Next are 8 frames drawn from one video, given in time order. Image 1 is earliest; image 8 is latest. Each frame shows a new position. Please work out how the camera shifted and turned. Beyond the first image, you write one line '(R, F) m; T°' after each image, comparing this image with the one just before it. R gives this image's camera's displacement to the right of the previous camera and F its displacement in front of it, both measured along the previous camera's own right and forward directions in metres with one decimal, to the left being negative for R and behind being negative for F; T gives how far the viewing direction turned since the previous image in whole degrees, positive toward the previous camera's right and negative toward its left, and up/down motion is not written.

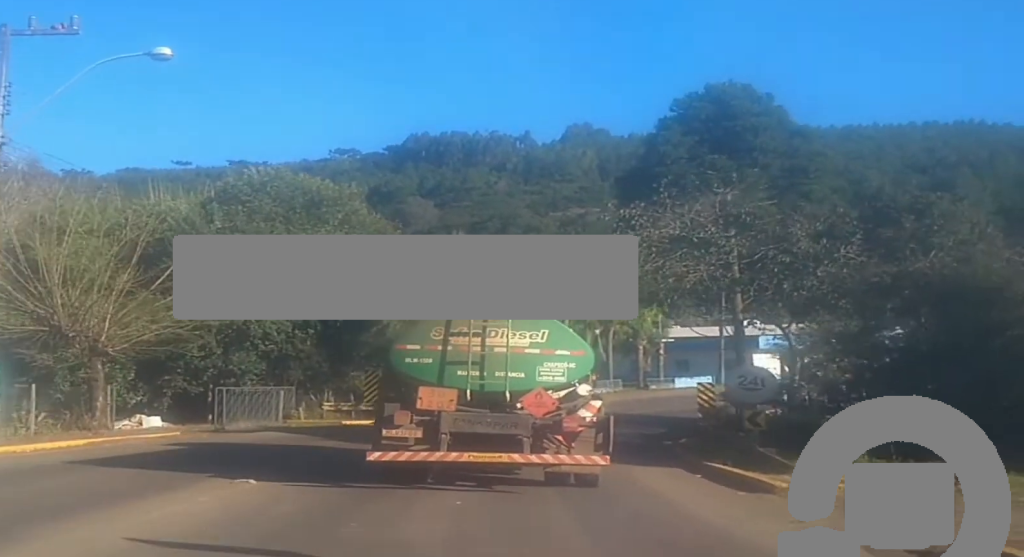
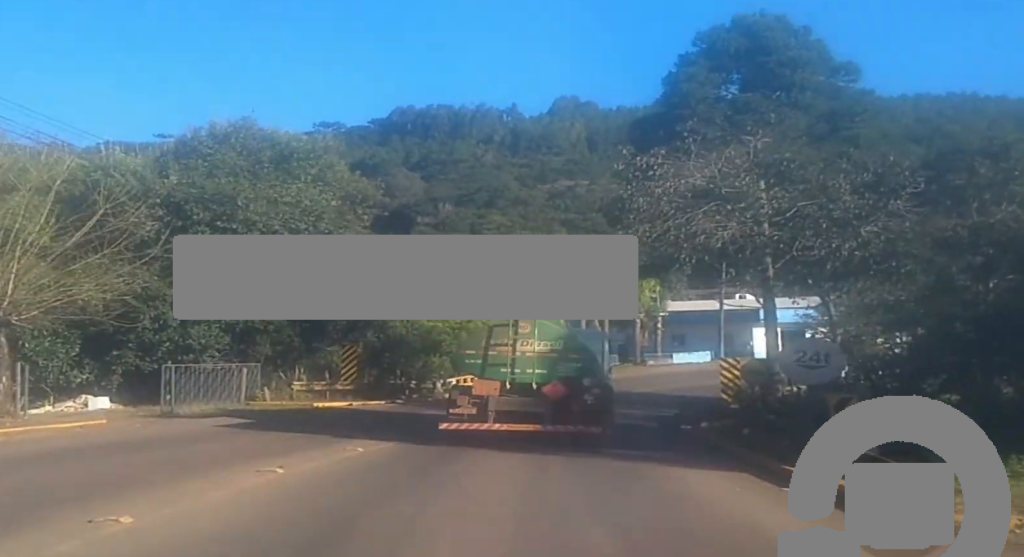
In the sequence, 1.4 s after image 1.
(+0.4, +5.5) m; +4°
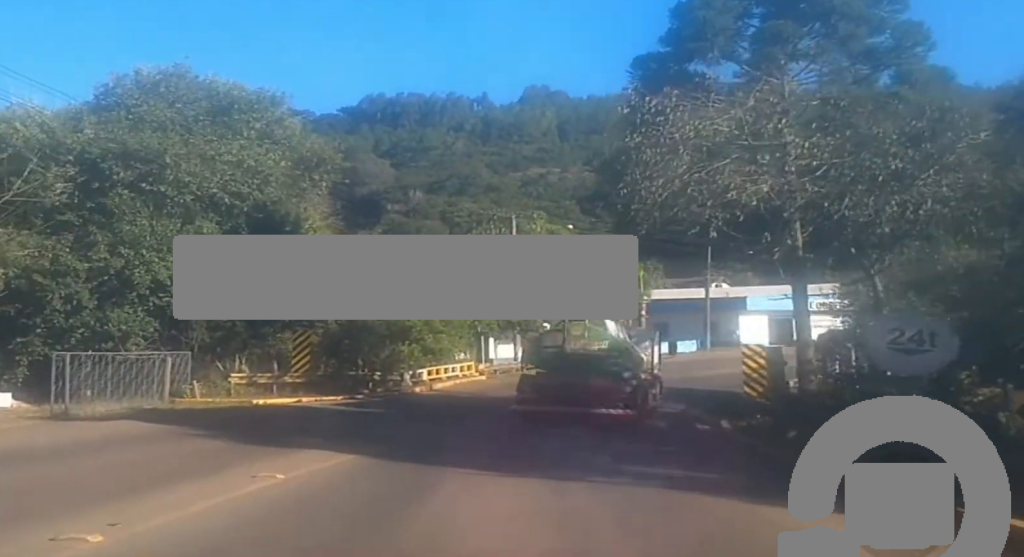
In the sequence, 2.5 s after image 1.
(0.0, +5.1) m; +3°
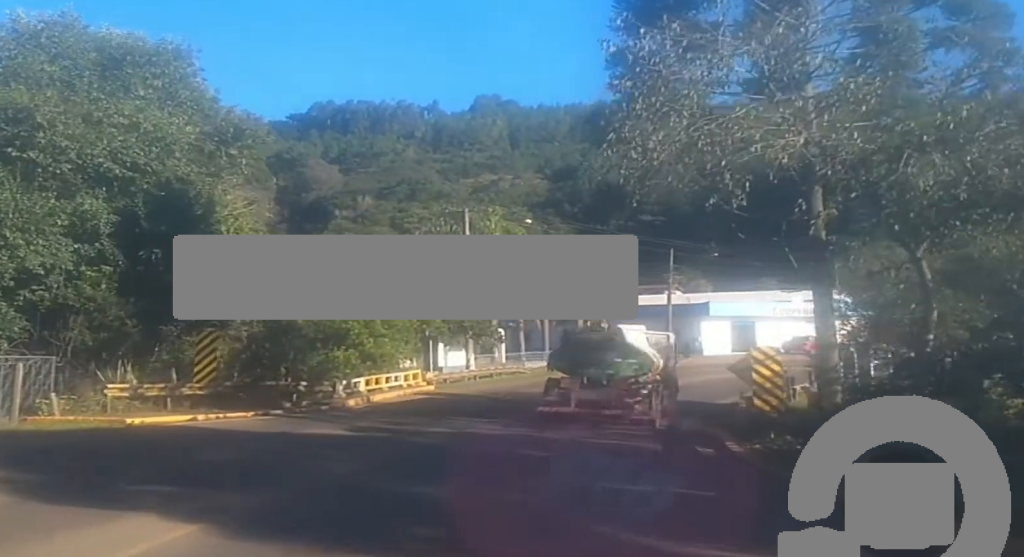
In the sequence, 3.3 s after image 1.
(+0.2, +4.6) m; +2°
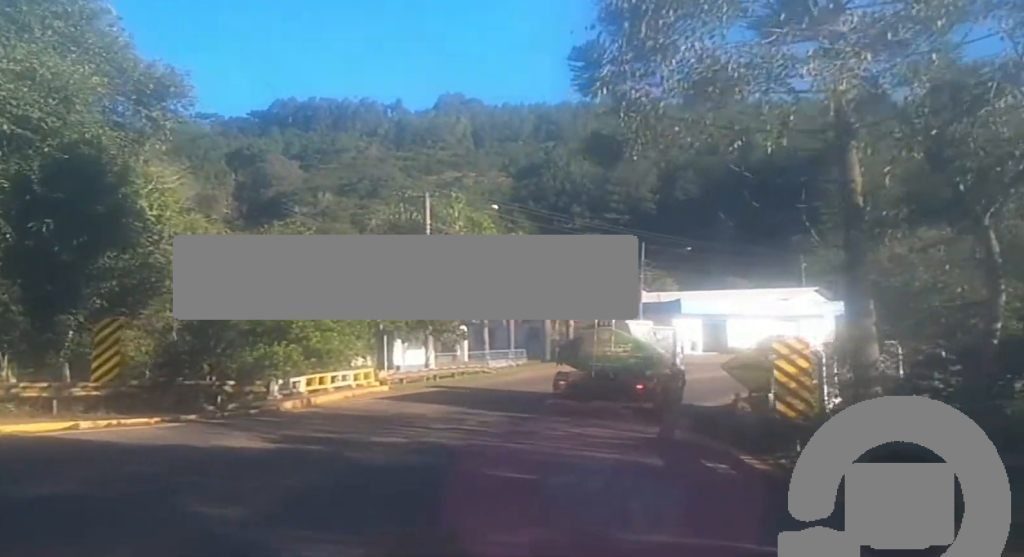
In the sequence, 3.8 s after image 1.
(0.0, +3.5) m; 0°
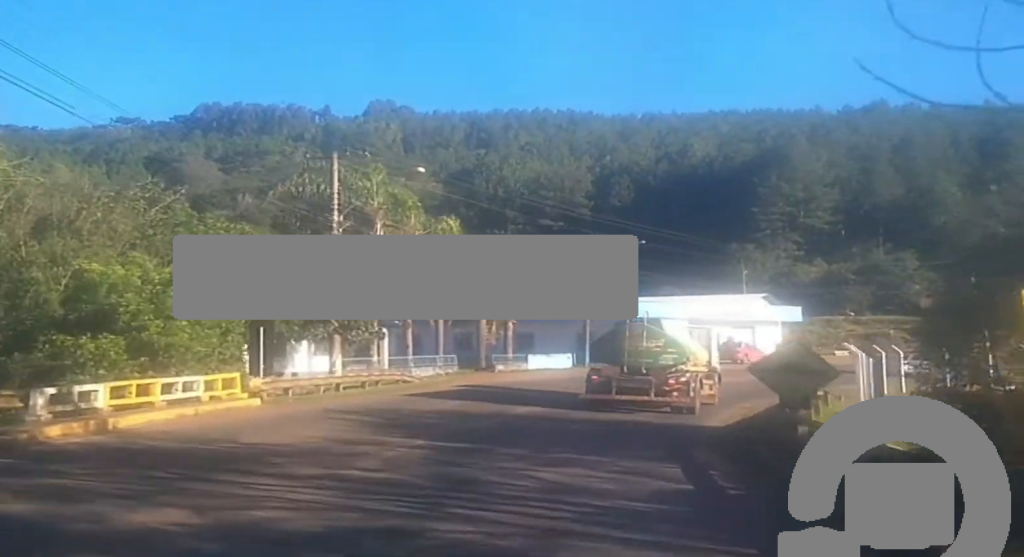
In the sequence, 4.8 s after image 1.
(-0.1, +8.4) m; +2°
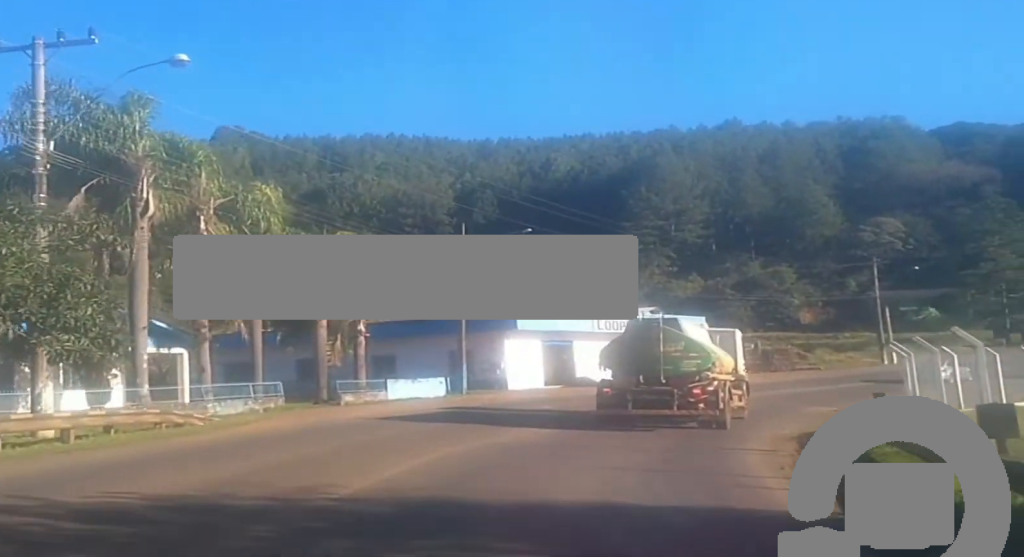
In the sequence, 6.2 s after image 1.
(+0.8, +13.3) m; +6°
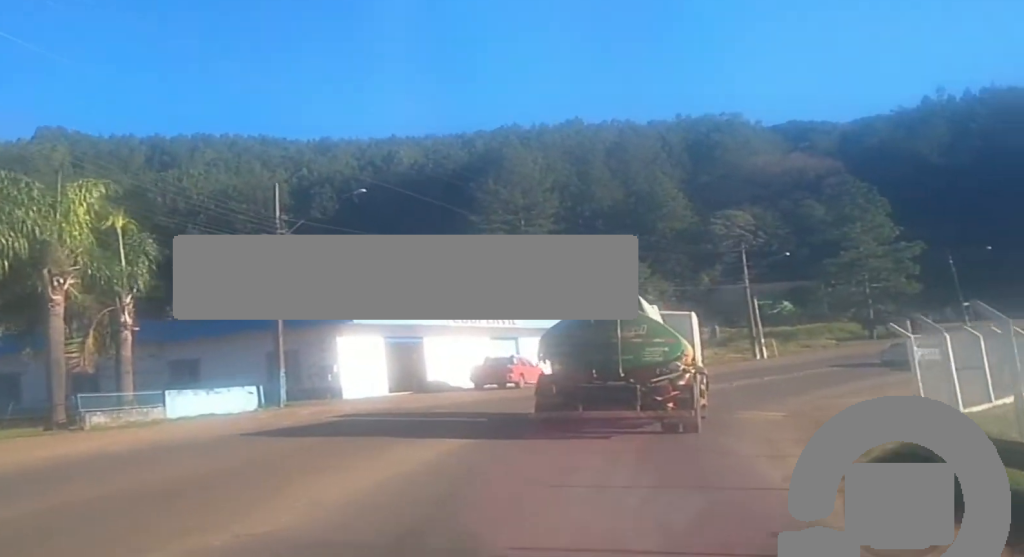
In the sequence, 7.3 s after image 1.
(+0.4, +10.3) m; +4°
